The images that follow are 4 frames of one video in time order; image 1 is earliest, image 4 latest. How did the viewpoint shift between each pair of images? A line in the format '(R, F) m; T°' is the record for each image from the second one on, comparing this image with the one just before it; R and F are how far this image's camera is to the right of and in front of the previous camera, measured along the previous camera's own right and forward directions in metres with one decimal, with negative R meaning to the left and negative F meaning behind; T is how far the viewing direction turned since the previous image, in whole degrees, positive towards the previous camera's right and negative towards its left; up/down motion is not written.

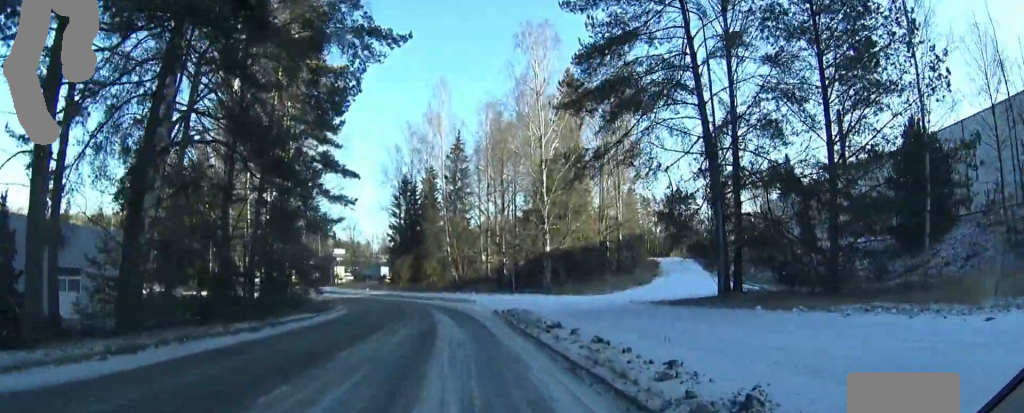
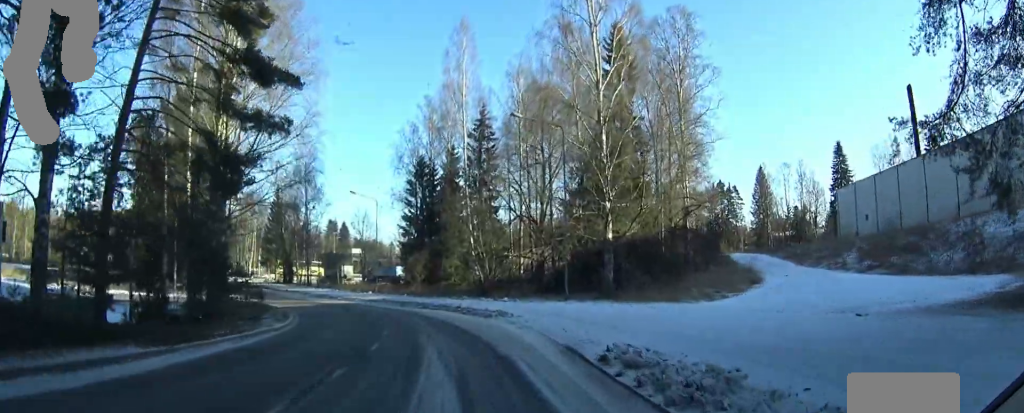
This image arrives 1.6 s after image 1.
(-1.3, +15.0) m; -5°
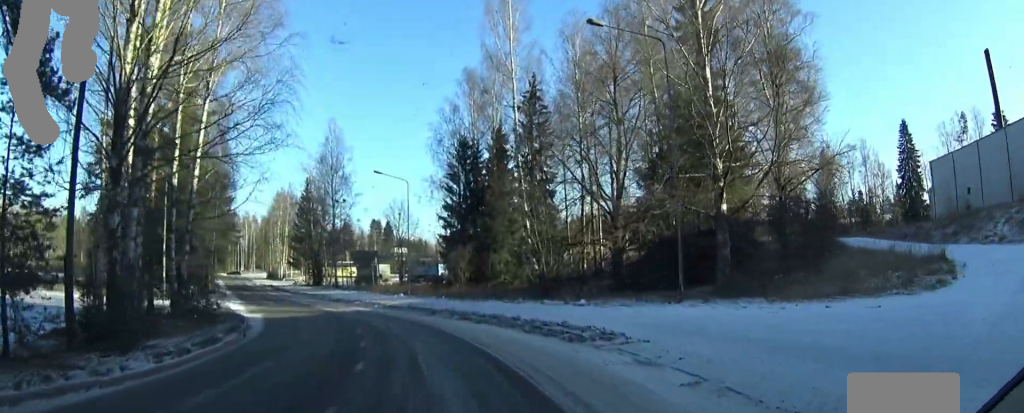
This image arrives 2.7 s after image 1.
(0.0, +11.5) m; -1°
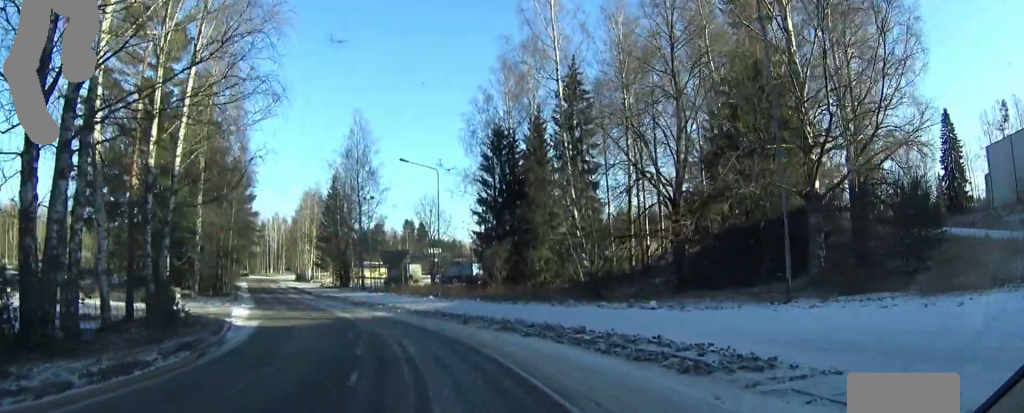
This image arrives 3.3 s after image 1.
(+0.1, +5.4) m; -2°
